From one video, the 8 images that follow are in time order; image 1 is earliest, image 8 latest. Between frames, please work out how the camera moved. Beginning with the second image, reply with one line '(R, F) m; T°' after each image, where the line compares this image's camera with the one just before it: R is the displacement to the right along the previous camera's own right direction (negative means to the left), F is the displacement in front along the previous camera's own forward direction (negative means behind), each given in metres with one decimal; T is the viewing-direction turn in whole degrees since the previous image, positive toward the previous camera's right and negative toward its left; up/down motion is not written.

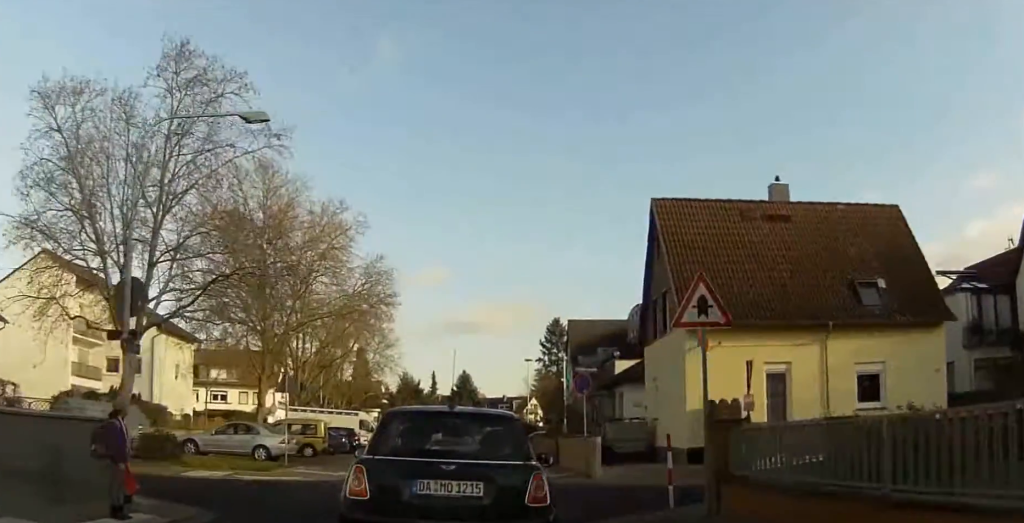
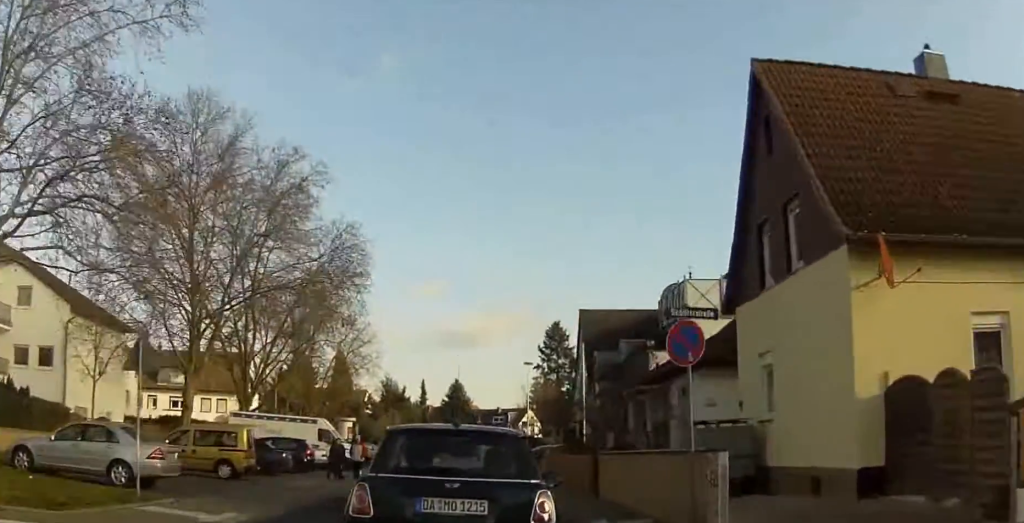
(-0.4, +14.5) m; +1°
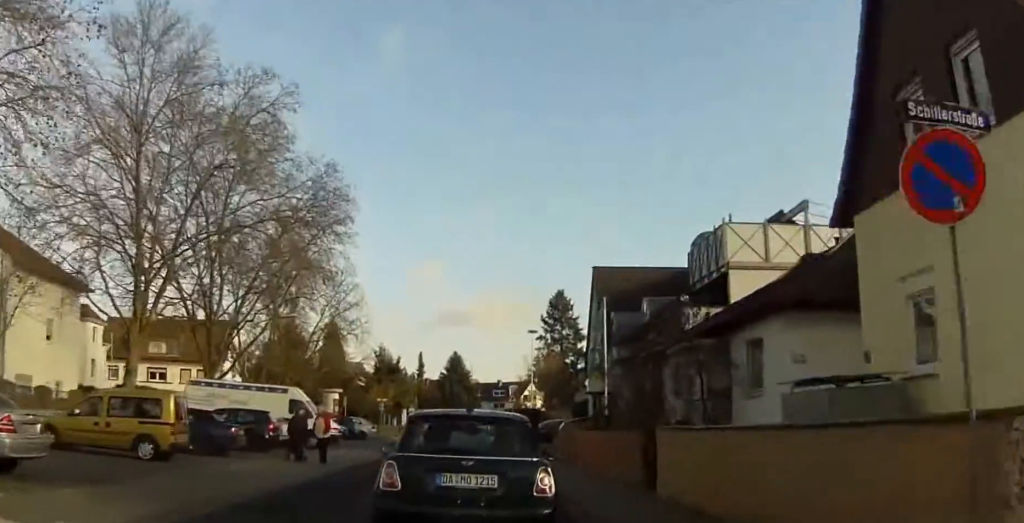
(+0.1, +7.7) m; +1°
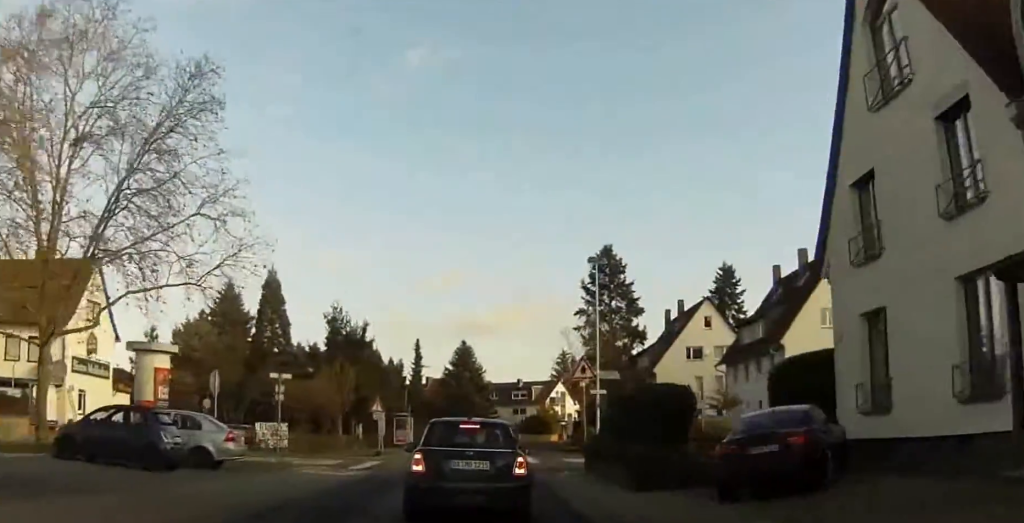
(+0.8, +33.5) m; +5°
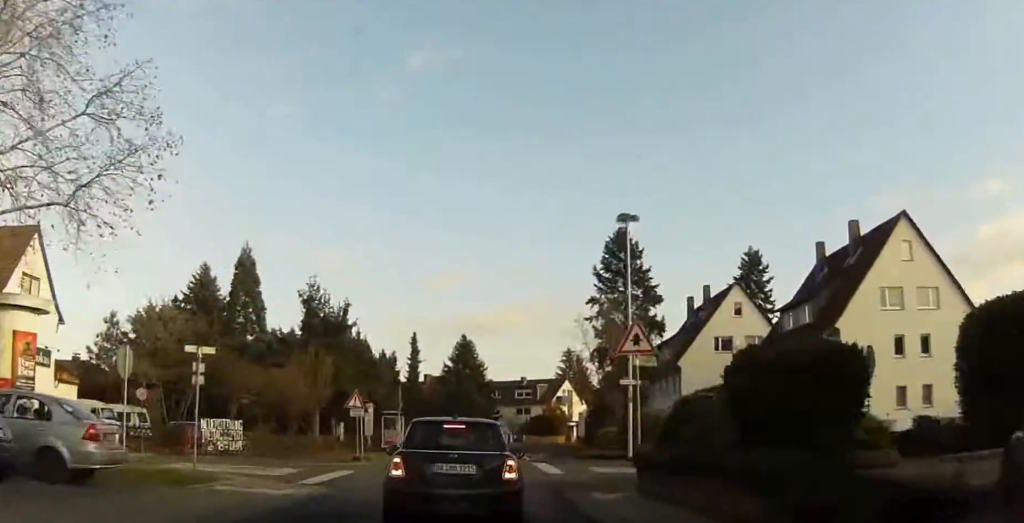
(+0.2, +8.1) m; 0°
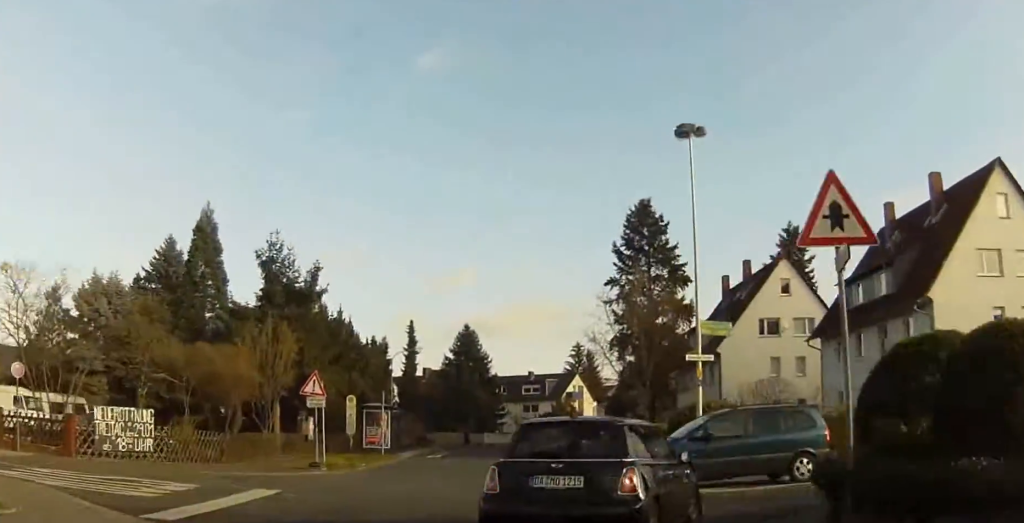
(+0.2, +11.3) m; -3°
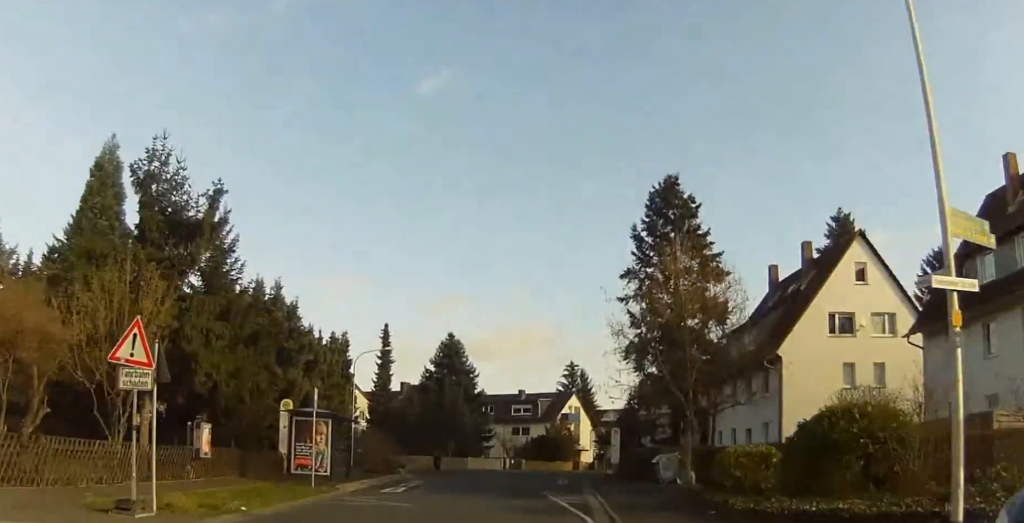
(-1.2, +17.1) m; -4°
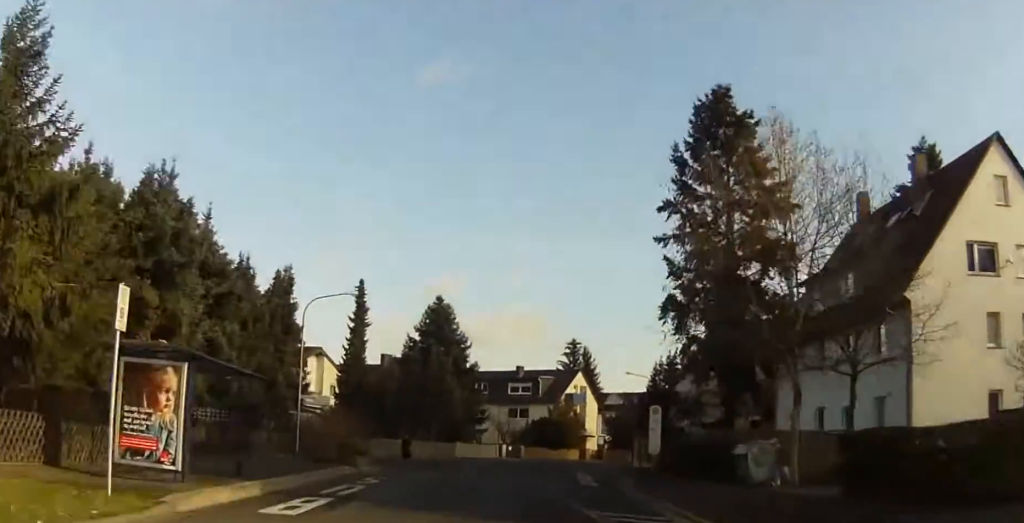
(-0.1, +14.0) m; +1°
